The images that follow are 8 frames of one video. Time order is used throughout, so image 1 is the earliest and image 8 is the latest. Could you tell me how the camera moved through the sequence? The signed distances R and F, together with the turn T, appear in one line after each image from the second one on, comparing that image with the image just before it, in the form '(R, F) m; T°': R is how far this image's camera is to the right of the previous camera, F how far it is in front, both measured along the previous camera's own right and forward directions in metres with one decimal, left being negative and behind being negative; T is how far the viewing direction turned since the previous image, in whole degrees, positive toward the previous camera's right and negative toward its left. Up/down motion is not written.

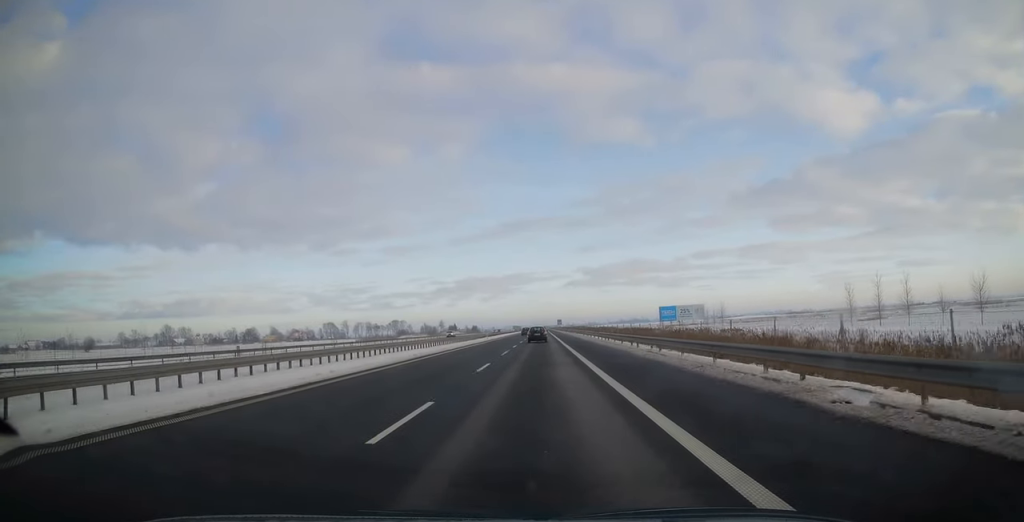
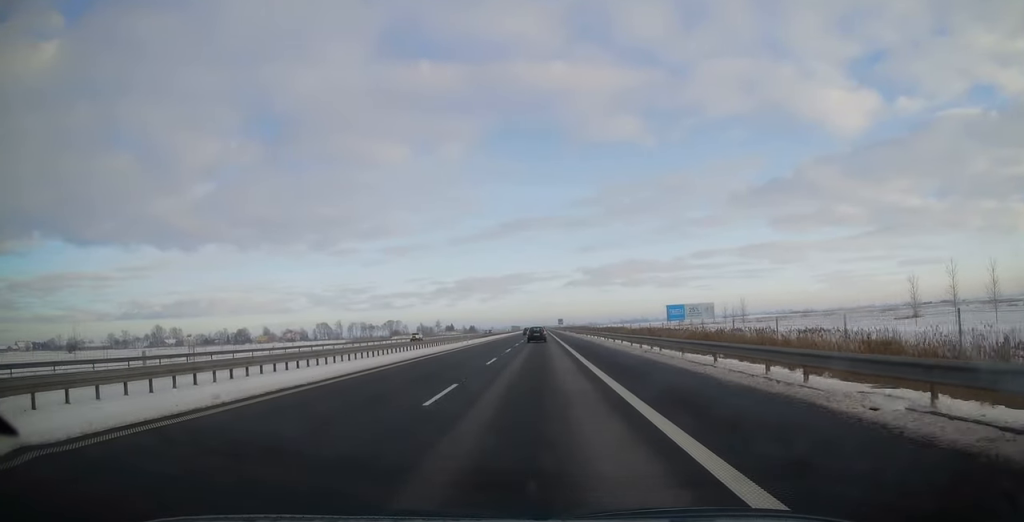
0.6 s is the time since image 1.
(+0.1, +20.2) m; 0°
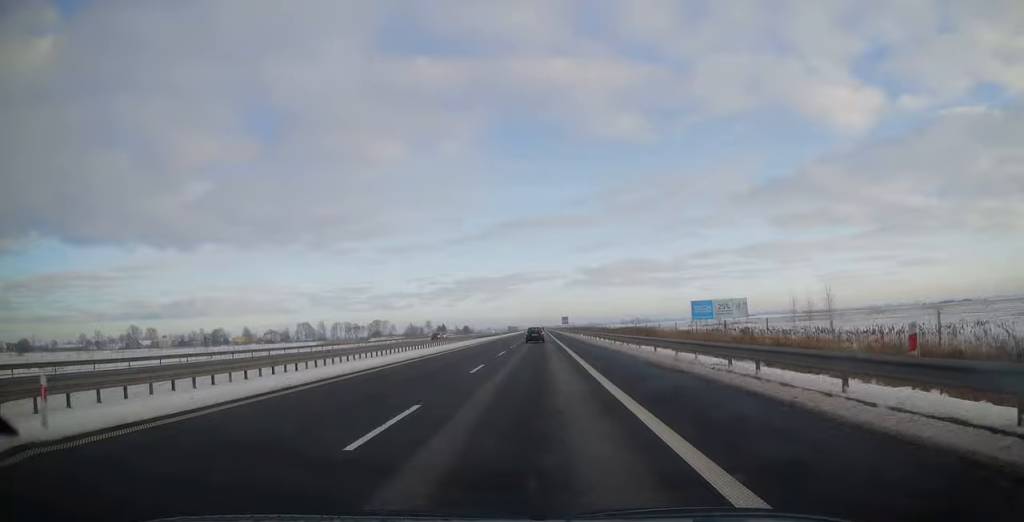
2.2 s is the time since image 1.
(0.0, +51.5) m; -1°
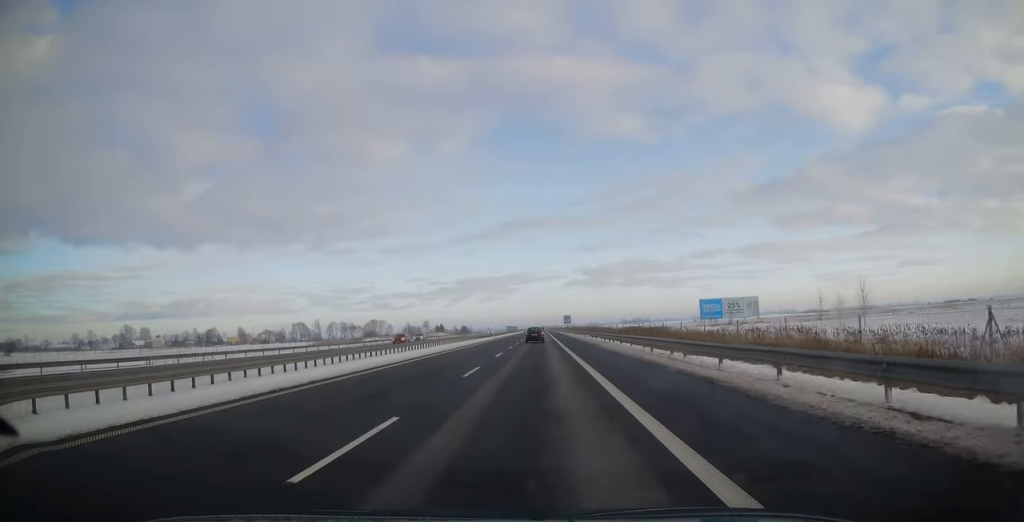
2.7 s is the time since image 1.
(0.0, +13.3) m; 0°
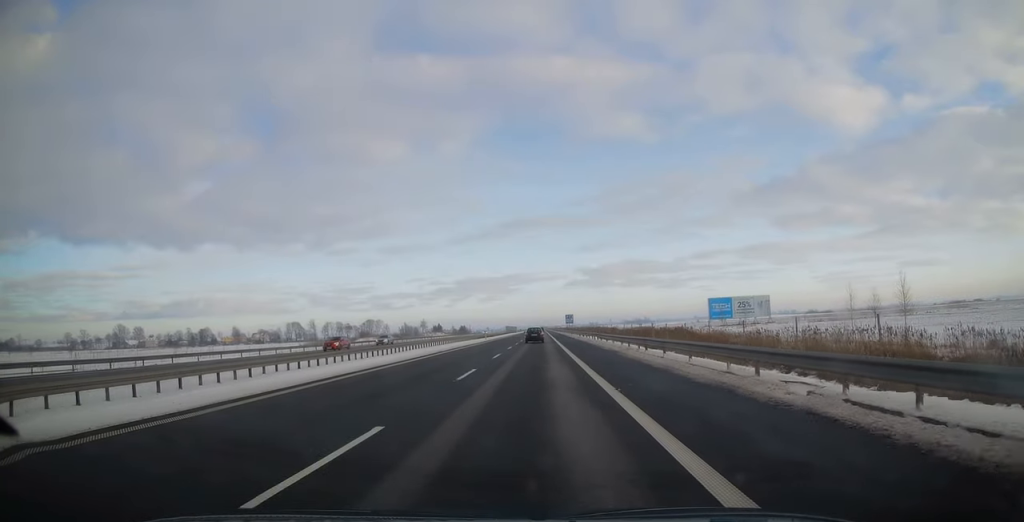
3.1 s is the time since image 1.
(0.0, +12.7) m; 0°
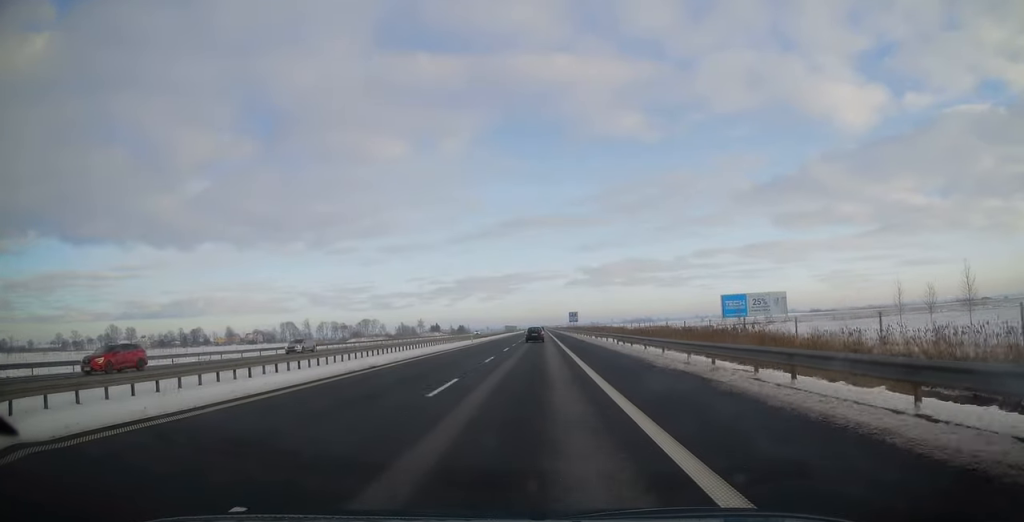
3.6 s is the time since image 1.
(0.0, +15.9) m; 0°
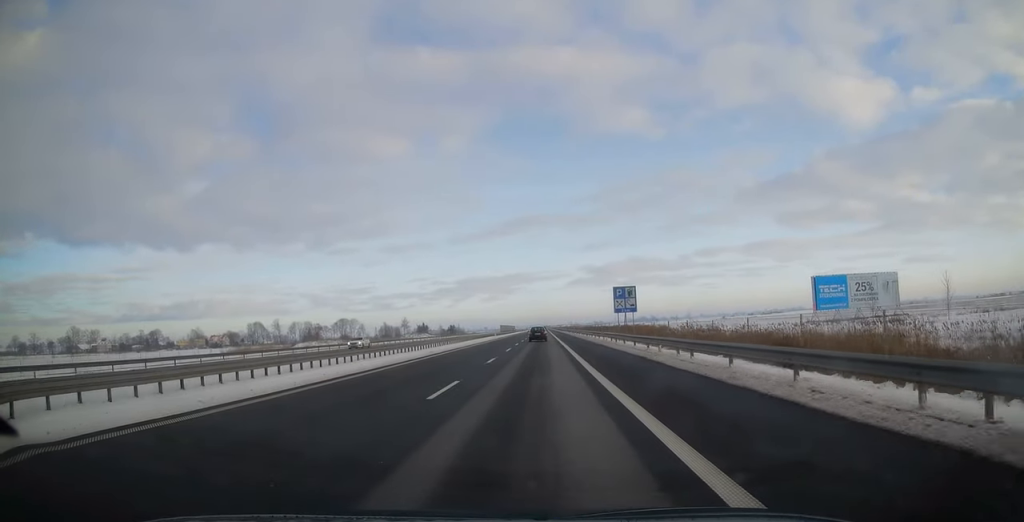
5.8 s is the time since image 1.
(+0.3, +71.7) m; +1°
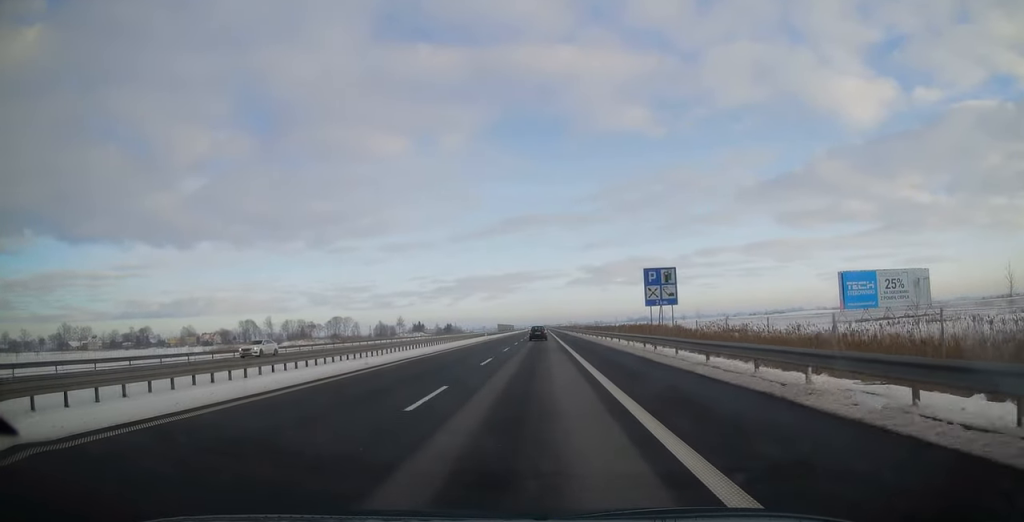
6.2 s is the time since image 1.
(+0.2, +13.8) m; 0°
